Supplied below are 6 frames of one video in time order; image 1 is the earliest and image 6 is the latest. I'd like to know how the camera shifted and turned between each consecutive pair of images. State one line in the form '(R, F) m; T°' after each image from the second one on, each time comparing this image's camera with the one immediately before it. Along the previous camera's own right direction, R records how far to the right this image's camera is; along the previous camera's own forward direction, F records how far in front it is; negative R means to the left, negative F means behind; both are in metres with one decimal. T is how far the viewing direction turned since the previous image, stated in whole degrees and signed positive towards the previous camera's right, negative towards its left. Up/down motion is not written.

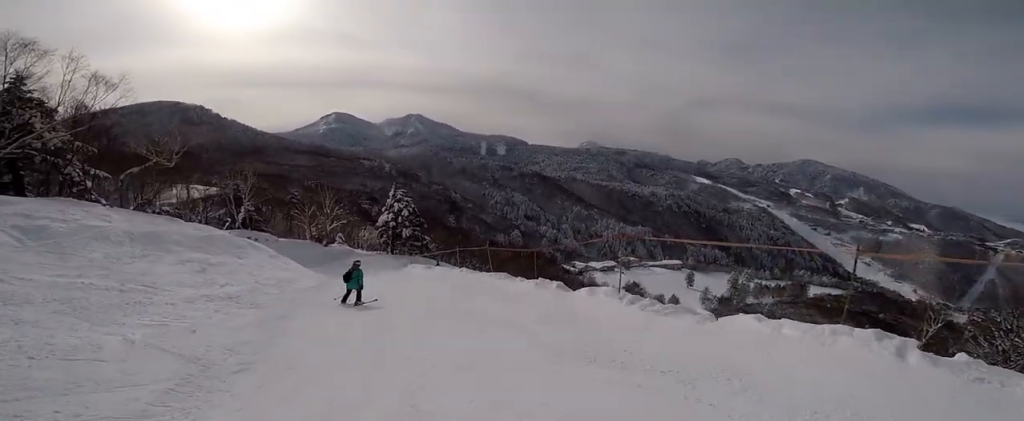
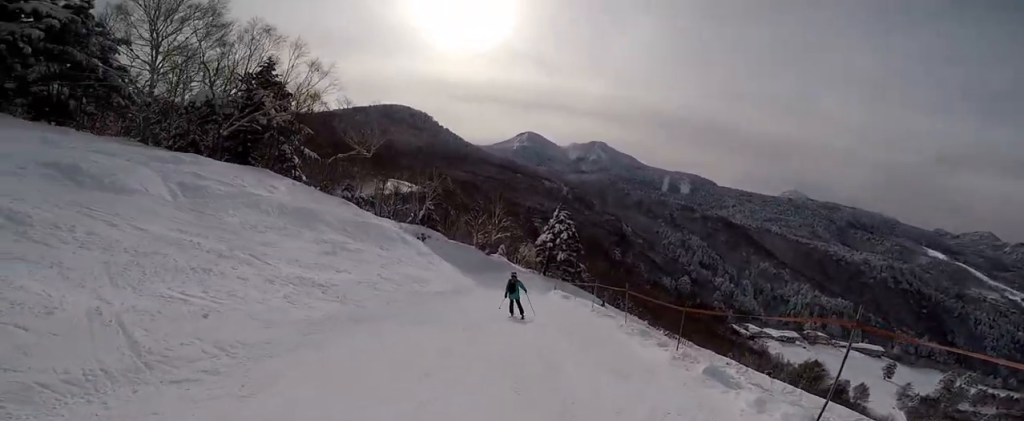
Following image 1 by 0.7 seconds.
(-0.1, +2.5) m; -8°
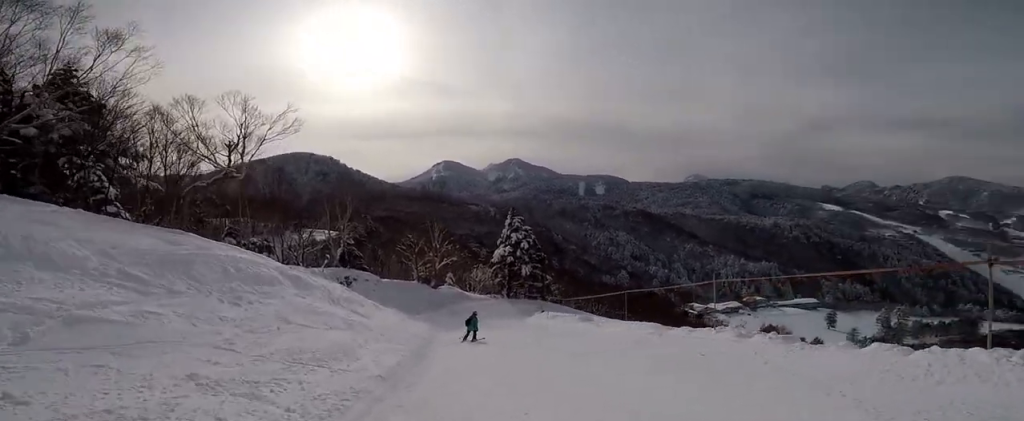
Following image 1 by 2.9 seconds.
(-0.7, +8.3) m; +6°
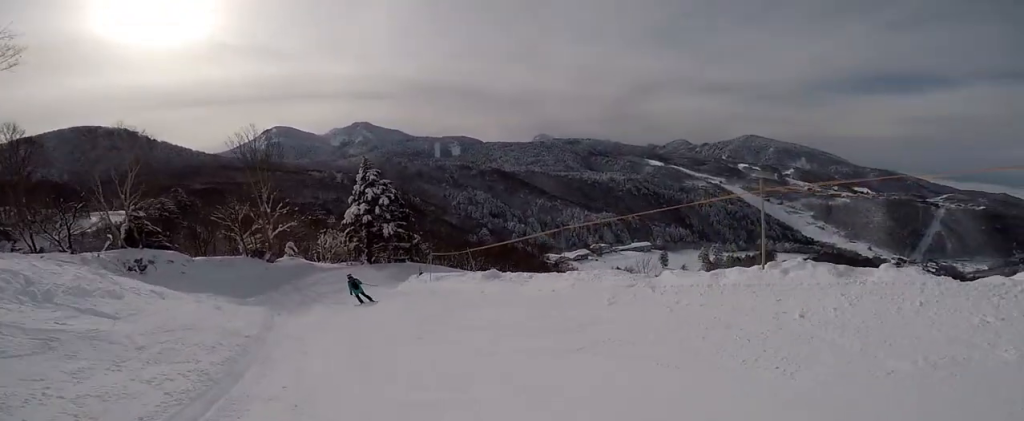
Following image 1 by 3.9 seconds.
(+0.4, +4.3) m; +5°
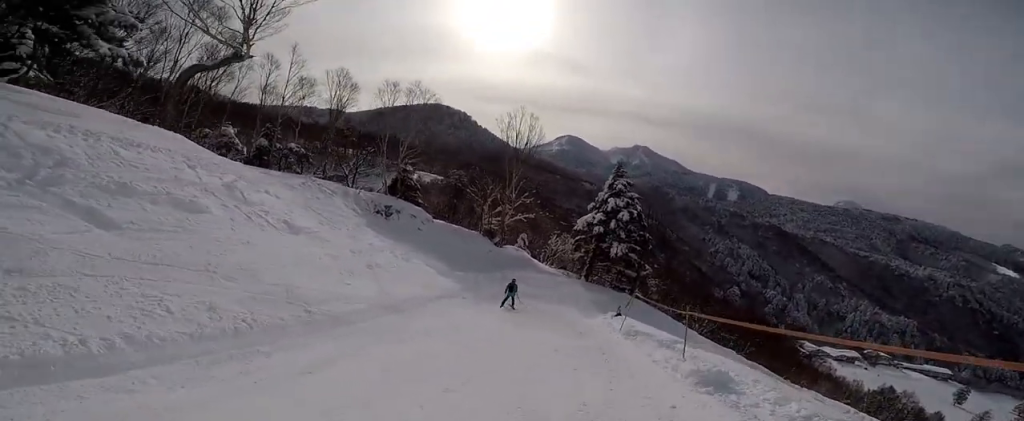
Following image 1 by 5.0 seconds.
(0.0, +5.8) m; -10°
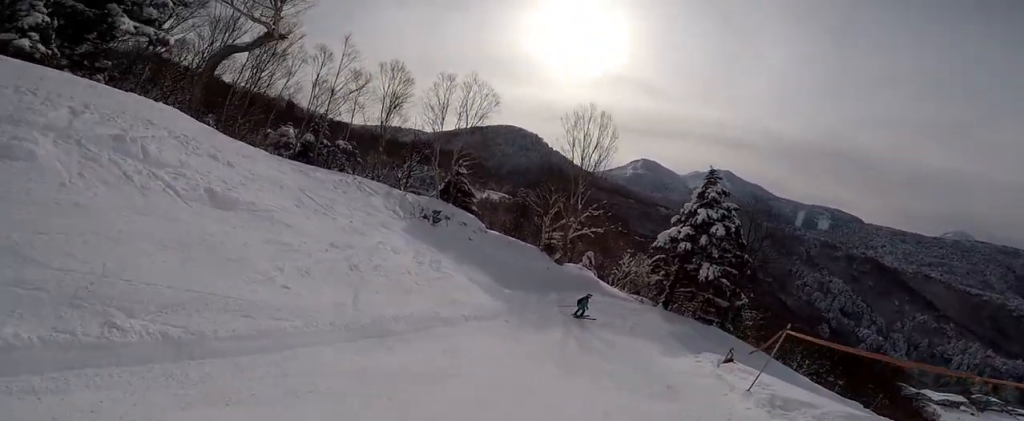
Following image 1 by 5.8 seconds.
(-0.6, +4.1) m; -4°
